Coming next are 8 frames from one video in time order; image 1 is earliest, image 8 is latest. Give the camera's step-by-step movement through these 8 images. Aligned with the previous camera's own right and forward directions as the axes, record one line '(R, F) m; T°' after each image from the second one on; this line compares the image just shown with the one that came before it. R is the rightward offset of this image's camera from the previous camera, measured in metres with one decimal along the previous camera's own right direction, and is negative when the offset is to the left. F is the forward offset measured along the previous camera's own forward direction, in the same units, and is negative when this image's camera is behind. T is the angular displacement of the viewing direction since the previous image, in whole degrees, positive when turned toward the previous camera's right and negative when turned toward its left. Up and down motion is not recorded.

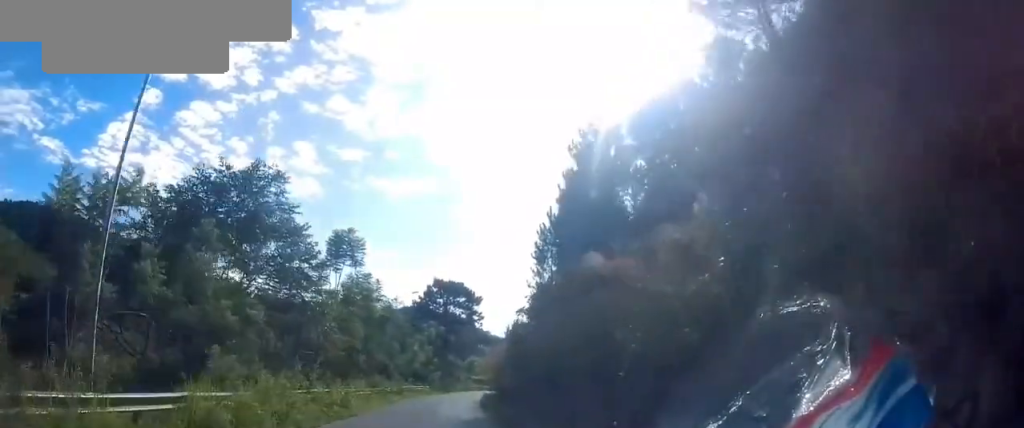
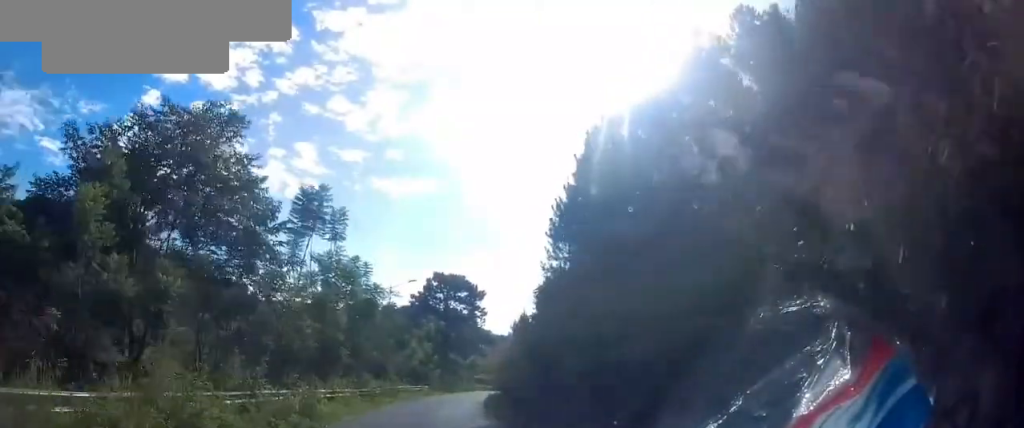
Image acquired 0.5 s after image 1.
(-0.1, +5.2) m; -2°
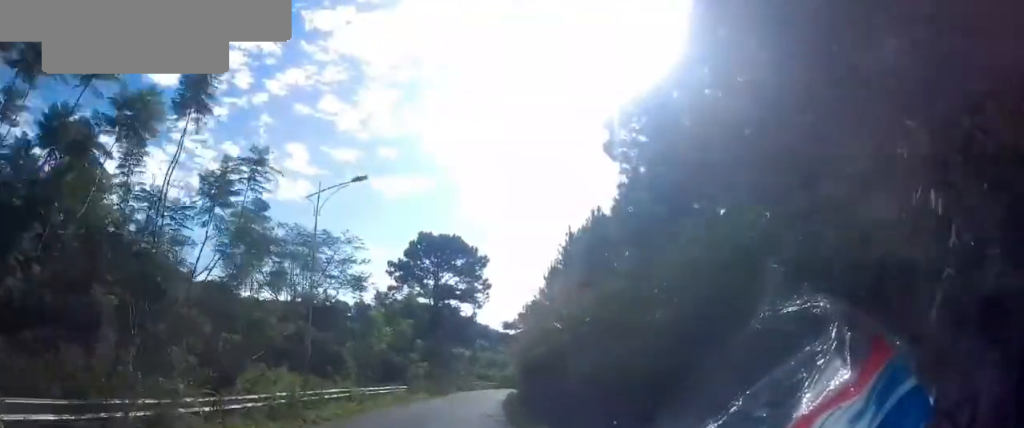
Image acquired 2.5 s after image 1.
(-0.7, +21.0) m; -1°
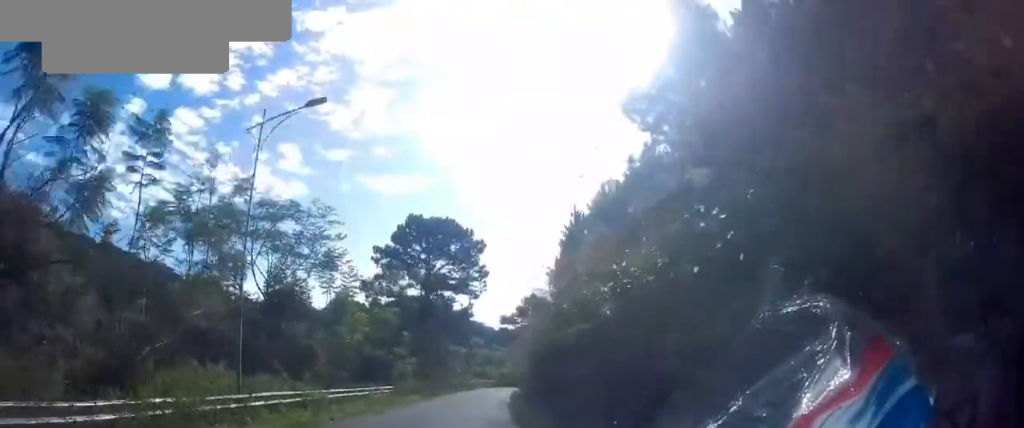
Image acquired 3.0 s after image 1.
(+0.1, +6.2) m; +1°
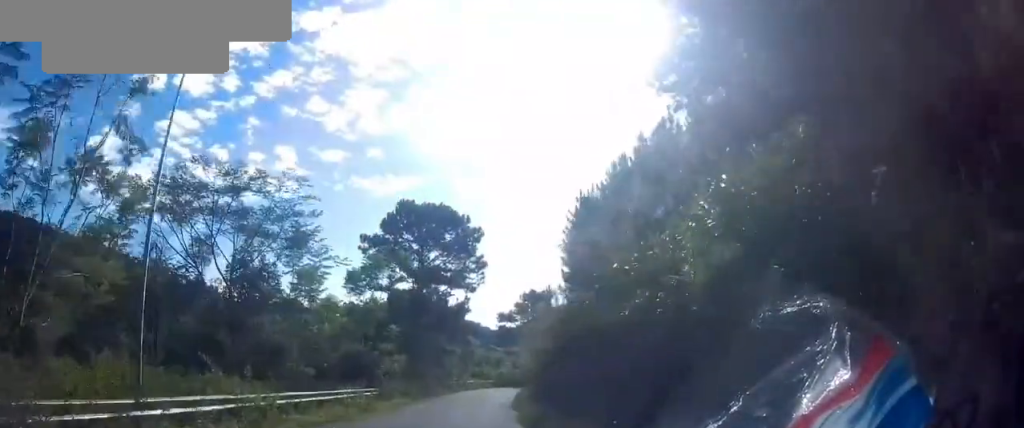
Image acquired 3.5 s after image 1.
(0.0, +4.8) m; 0°
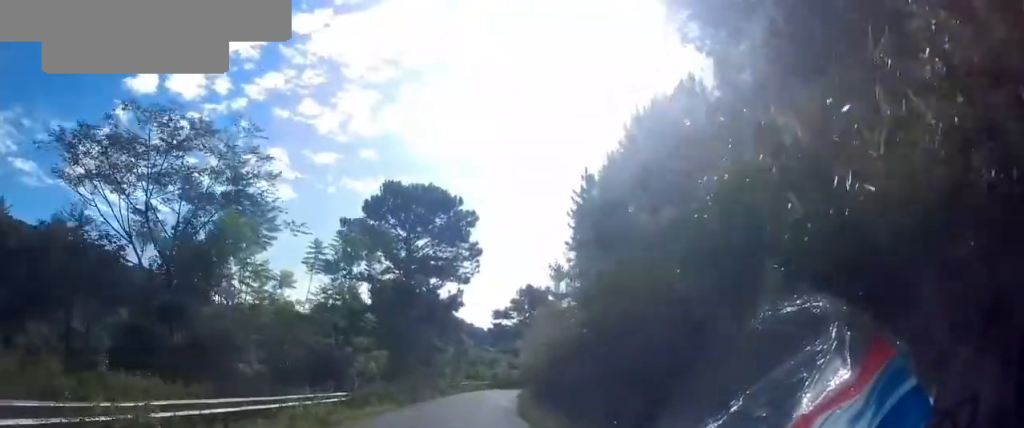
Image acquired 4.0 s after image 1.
(-0.1, +5.6) m; 0°
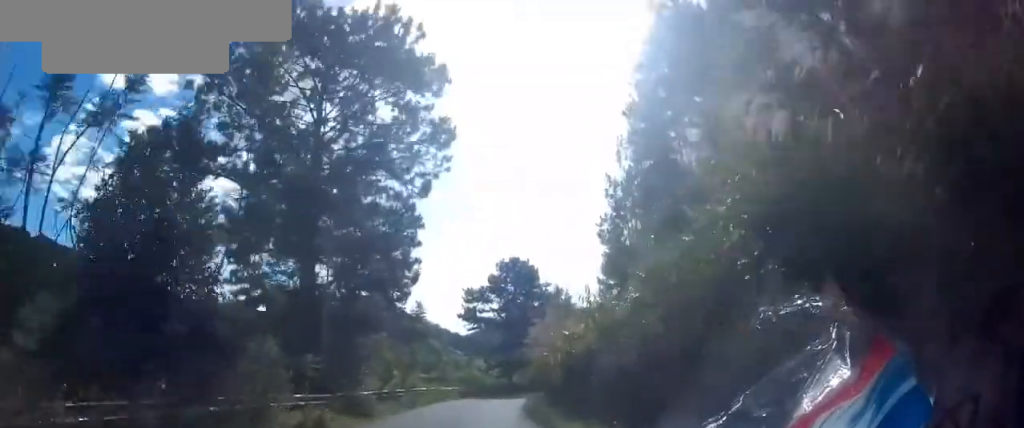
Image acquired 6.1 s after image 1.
(+1.4, +23.5) m; +5°
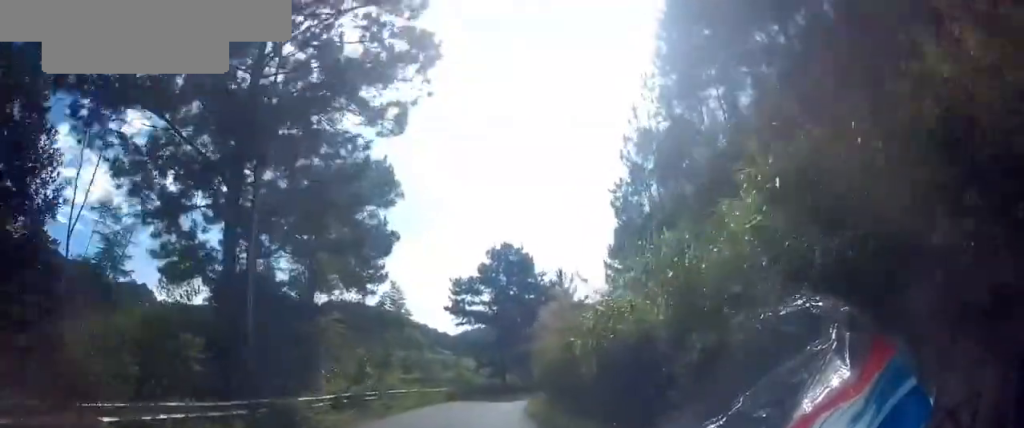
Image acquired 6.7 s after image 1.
(-0.1, +6.6) m; 0°
